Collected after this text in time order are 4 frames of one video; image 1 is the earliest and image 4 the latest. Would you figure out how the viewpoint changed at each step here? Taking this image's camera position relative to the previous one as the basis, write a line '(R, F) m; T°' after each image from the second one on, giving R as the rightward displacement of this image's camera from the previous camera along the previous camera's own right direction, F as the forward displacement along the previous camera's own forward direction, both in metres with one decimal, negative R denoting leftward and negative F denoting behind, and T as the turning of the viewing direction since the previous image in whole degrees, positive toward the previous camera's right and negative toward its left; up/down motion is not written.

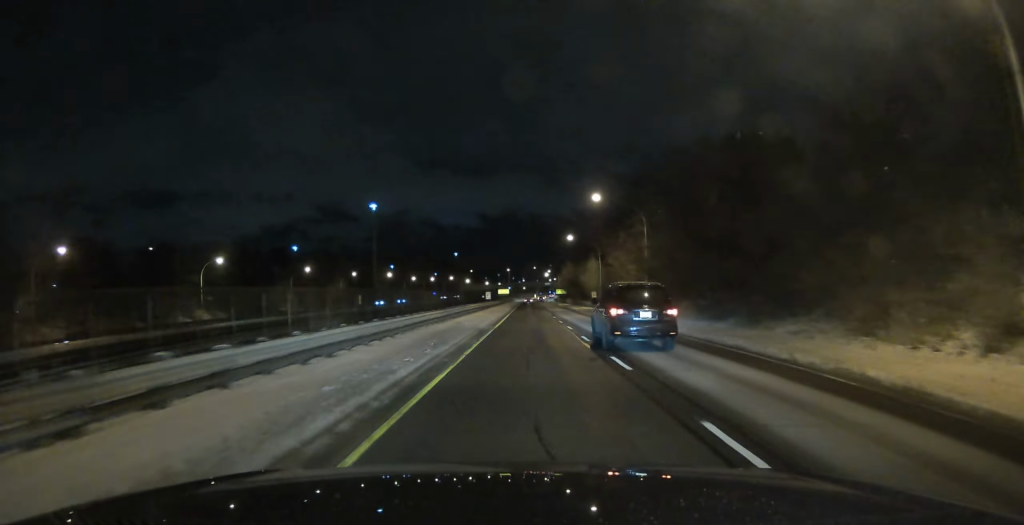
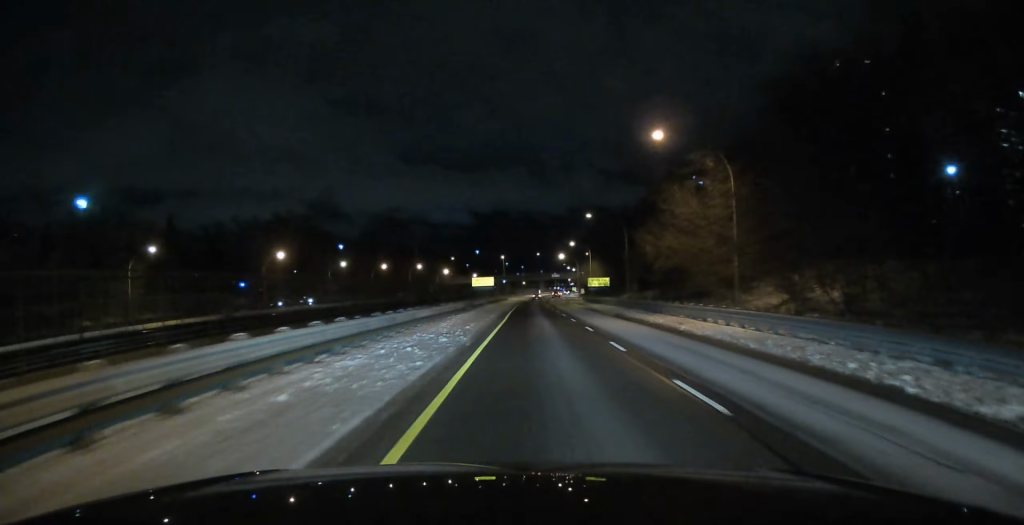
(-0.5, +94.7) m; 0°
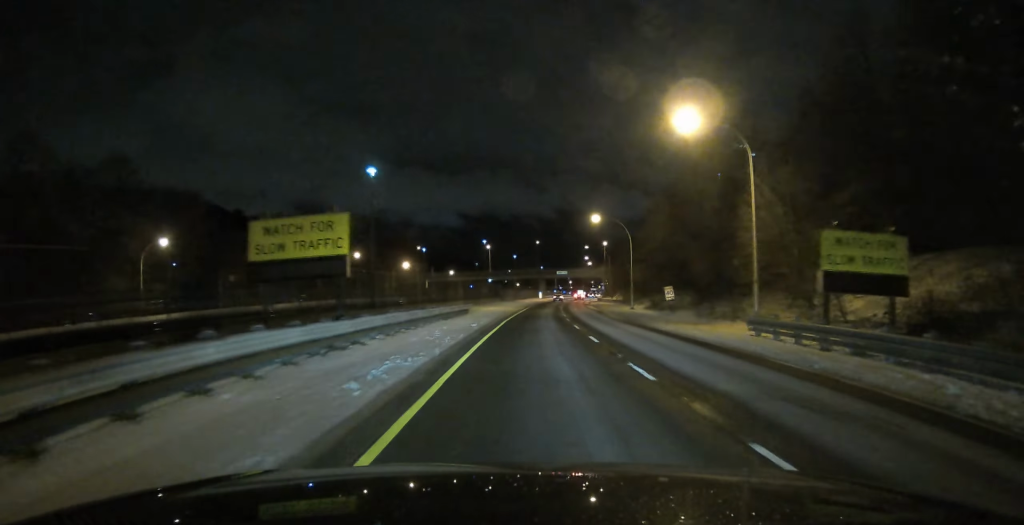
(+0.2, +78.0) m; +1°
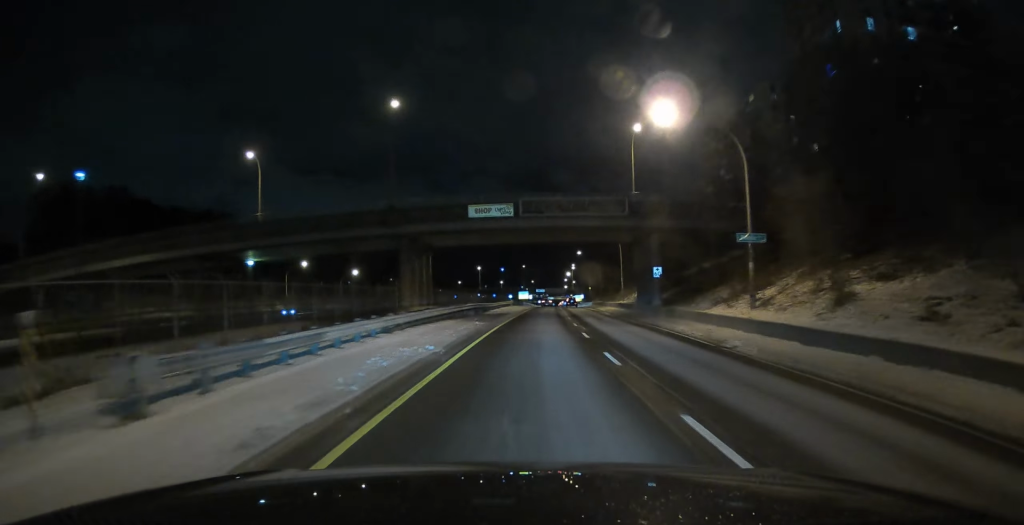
(+6.6, +141.4) m; +6°
